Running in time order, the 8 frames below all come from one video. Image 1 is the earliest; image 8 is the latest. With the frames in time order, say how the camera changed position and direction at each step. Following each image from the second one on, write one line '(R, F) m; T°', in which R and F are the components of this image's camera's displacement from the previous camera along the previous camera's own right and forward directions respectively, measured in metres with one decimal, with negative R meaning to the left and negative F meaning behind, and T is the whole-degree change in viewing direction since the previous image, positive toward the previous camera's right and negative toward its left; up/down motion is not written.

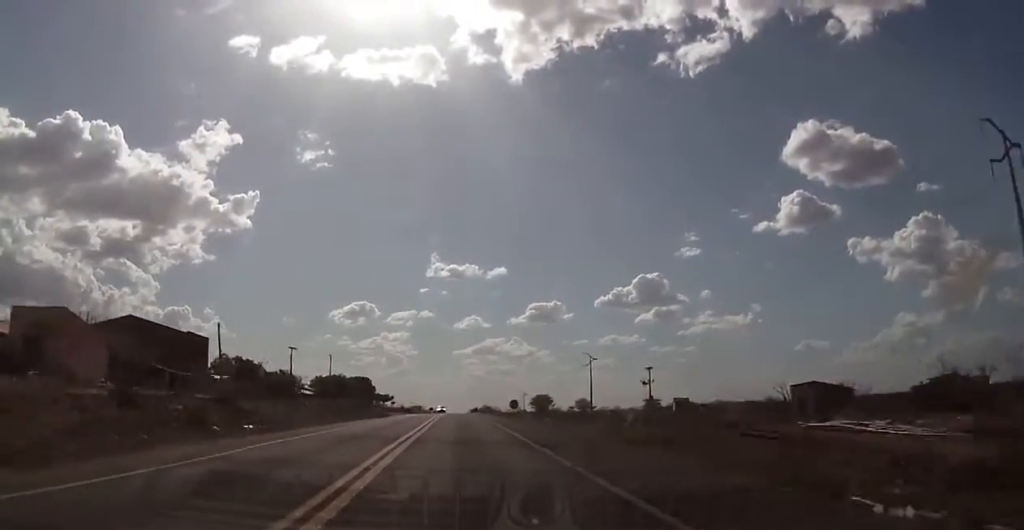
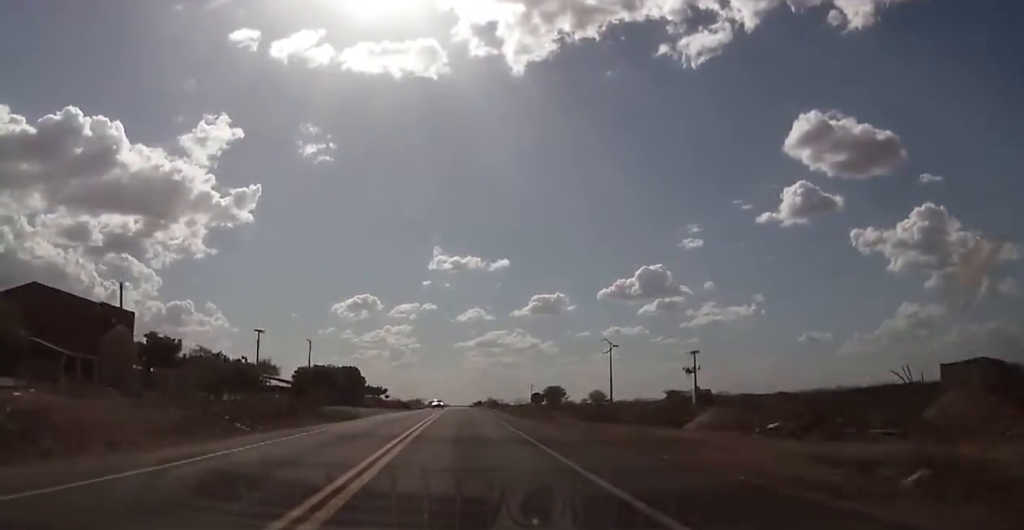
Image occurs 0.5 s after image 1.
(-0.2, +19.0) m; 0°
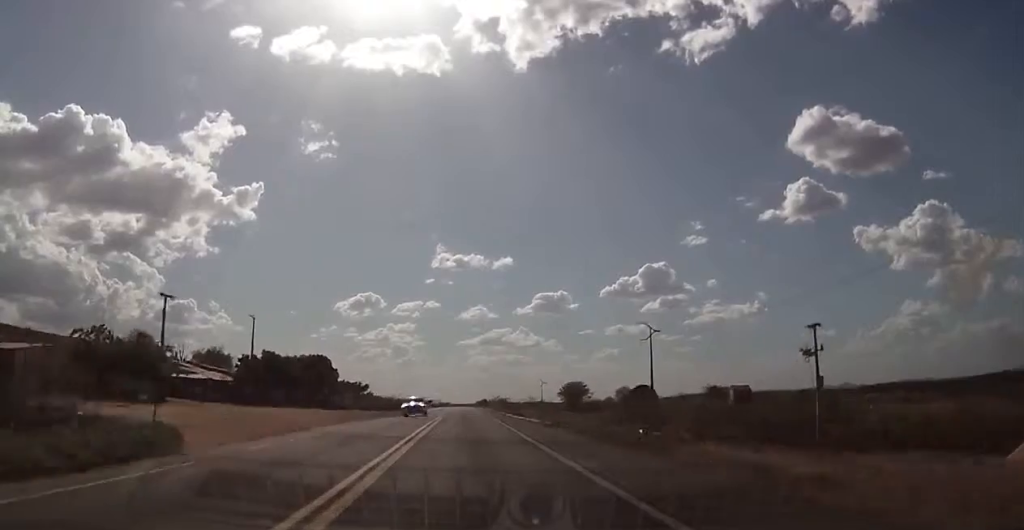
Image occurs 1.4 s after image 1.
(-0.2, +29.7) m; 0°
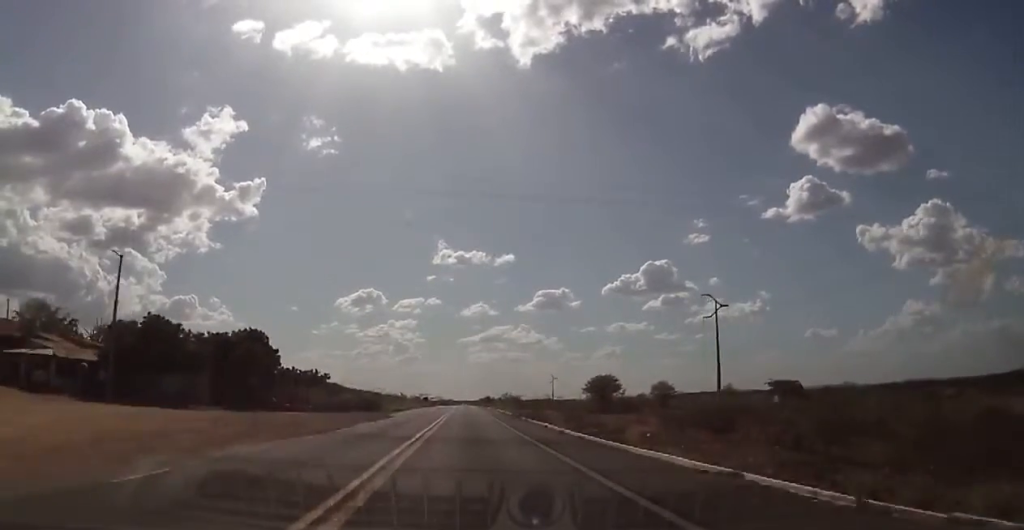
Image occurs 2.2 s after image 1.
(0.0, +30.9) m; 0°
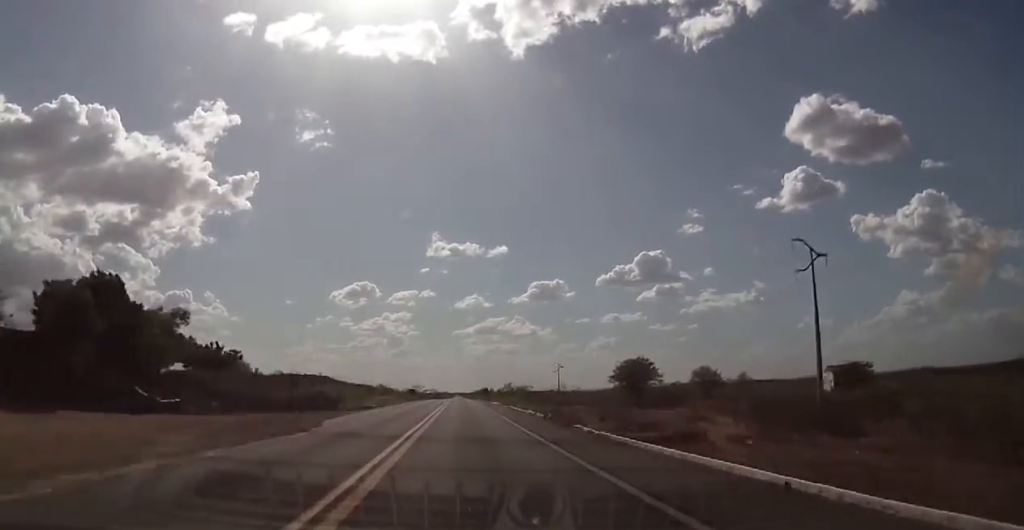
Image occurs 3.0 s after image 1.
(-0.1, +27.3) m; +1°
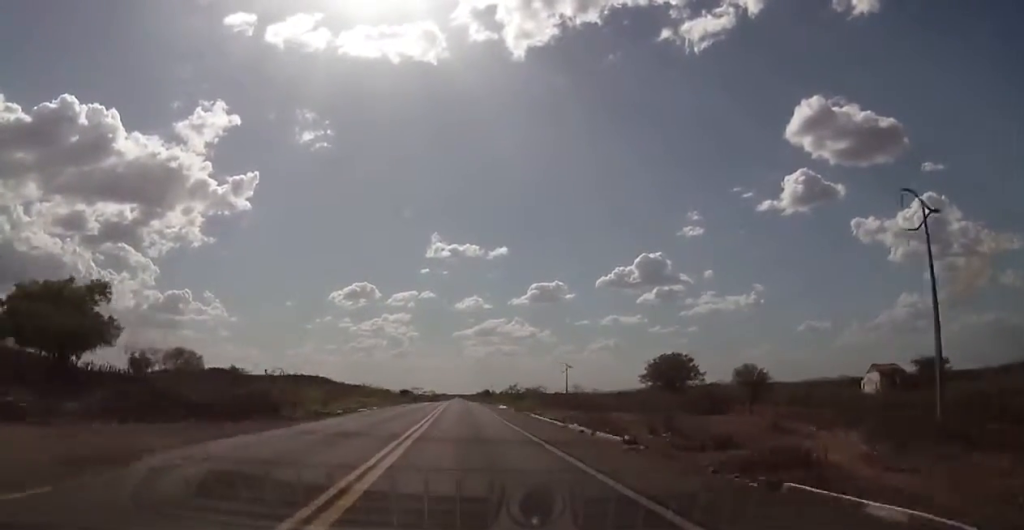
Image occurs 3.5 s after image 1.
(+0.2, +17.8) m; 0°
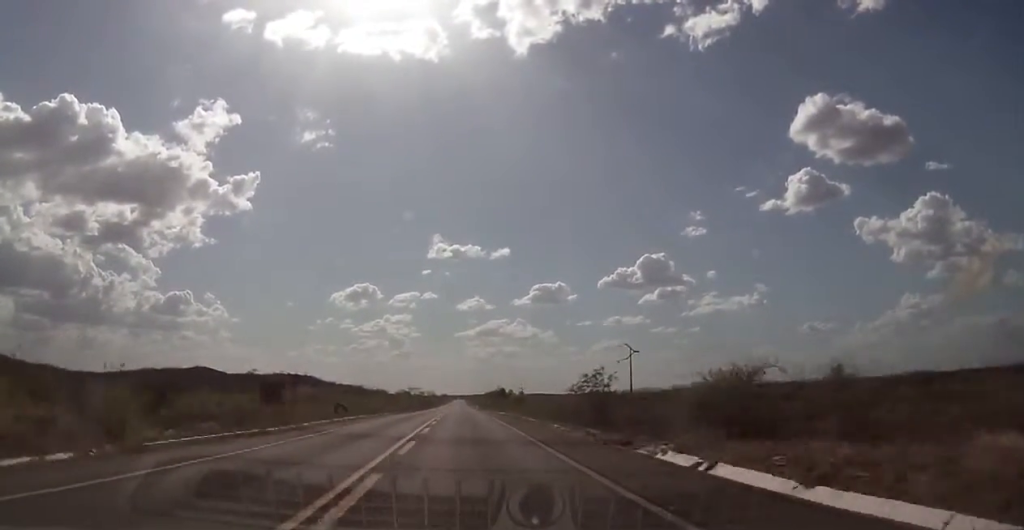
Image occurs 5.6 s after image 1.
(-0.4, +76.5) m; -1°
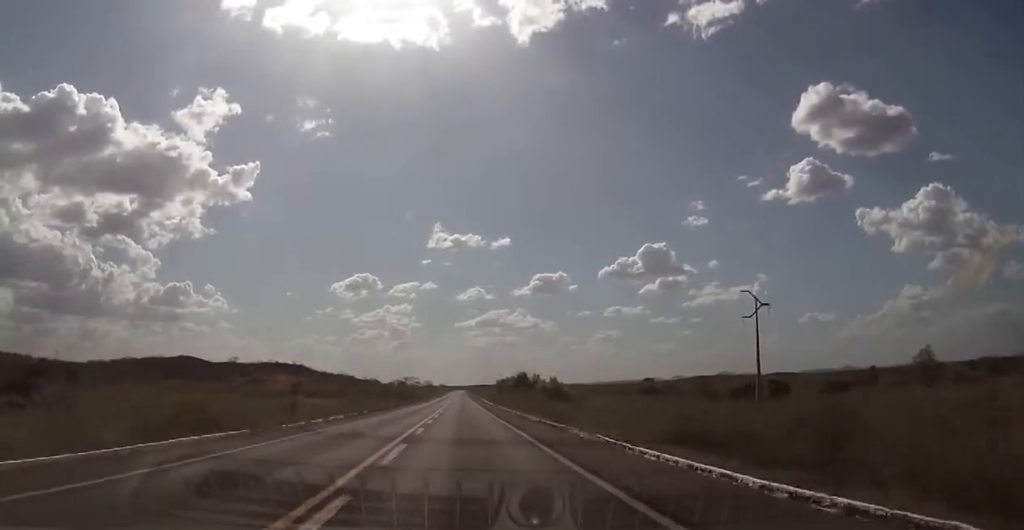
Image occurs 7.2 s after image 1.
(-0.1, +57.8) m; 0°
